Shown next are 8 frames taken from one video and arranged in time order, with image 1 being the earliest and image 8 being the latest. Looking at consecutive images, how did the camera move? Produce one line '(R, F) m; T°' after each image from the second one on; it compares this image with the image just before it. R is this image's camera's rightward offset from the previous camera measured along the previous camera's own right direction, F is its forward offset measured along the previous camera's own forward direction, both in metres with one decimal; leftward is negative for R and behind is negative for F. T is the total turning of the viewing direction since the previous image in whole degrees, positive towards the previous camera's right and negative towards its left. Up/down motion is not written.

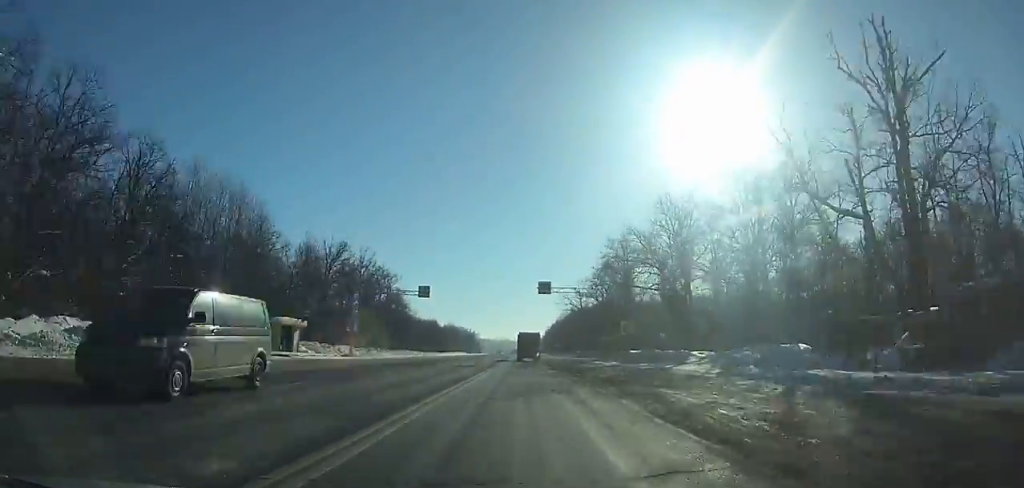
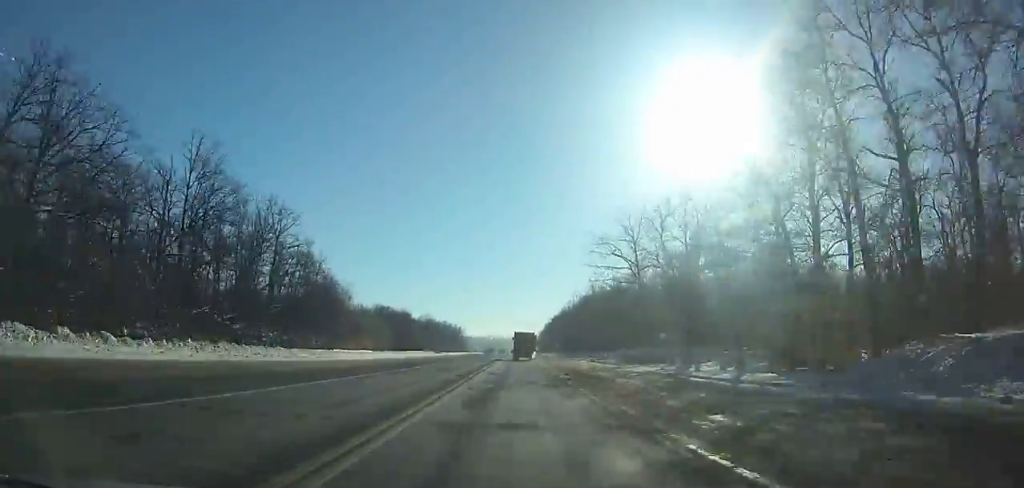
(+0.1, +59.3) m; 0°
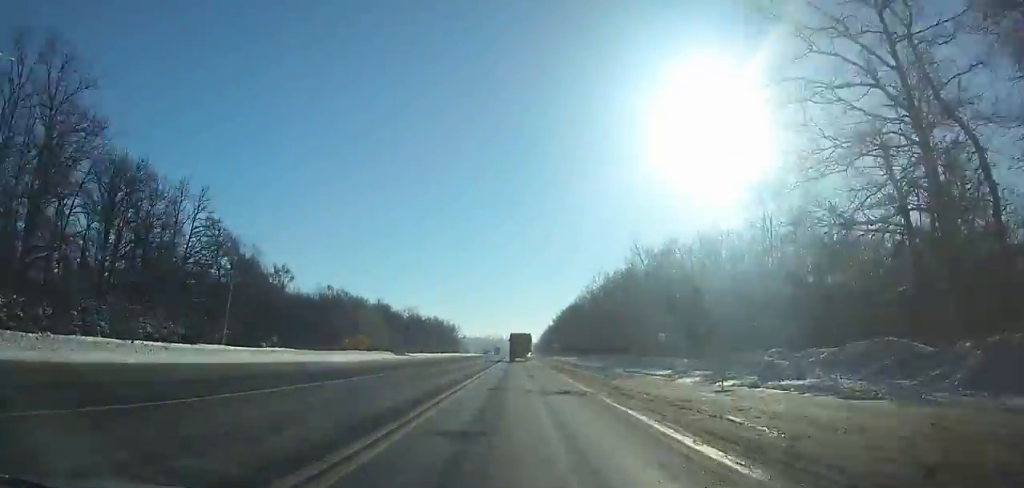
(-0.1, +40.6) m; 0°
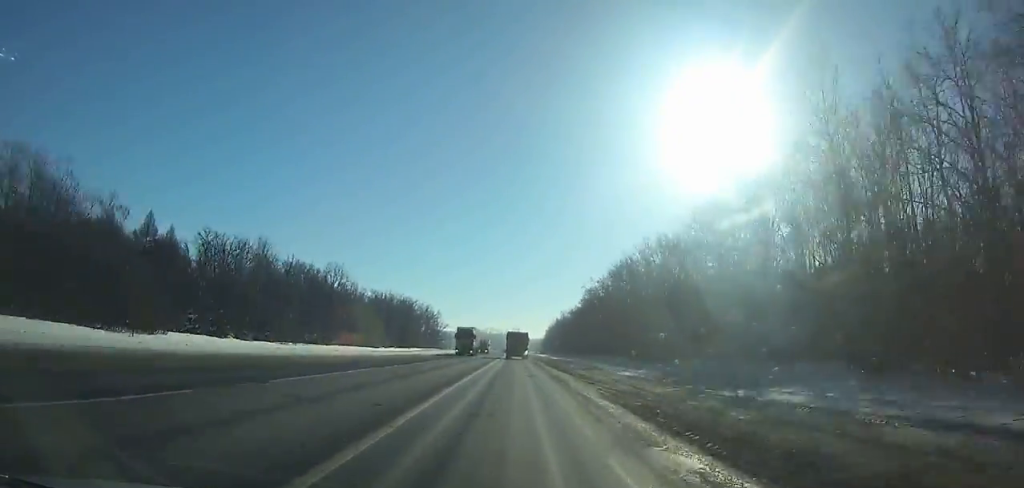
(-0.1, +86.5) m; 0°
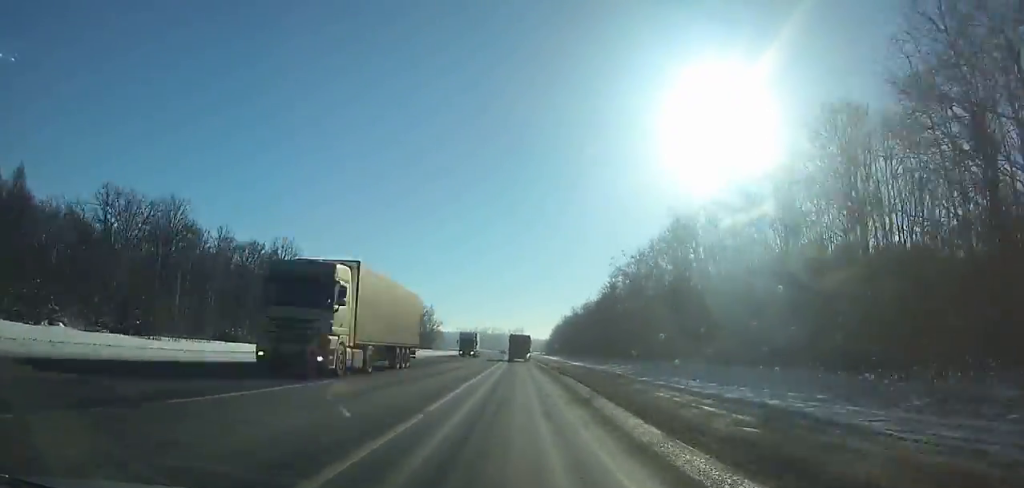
(+0.1, +28.4) m; 0°
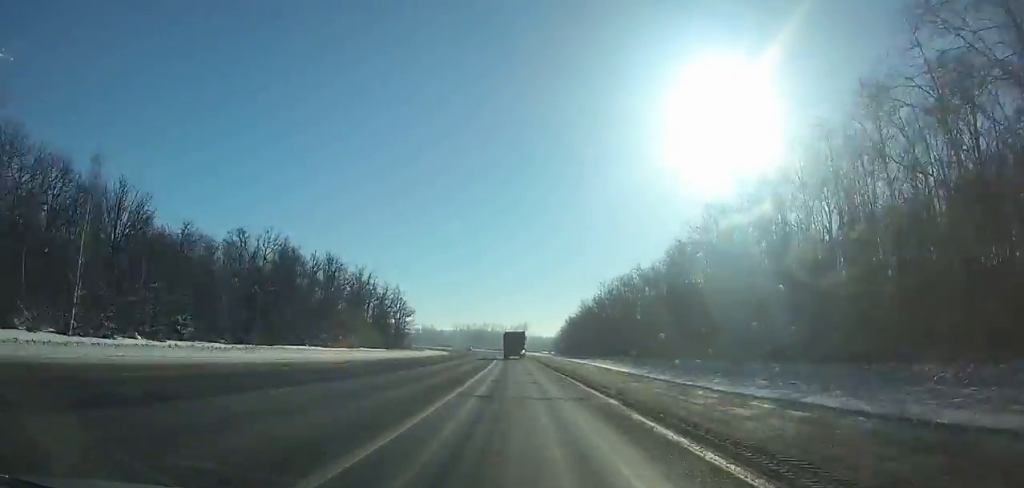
(-0.1, +61.4) m; -1°
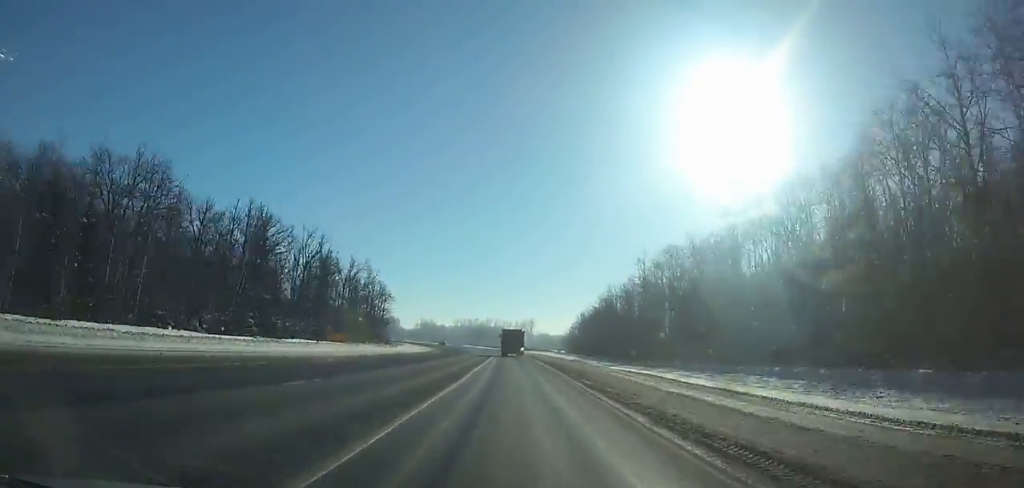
(-0.5, +35.2) m; -1°
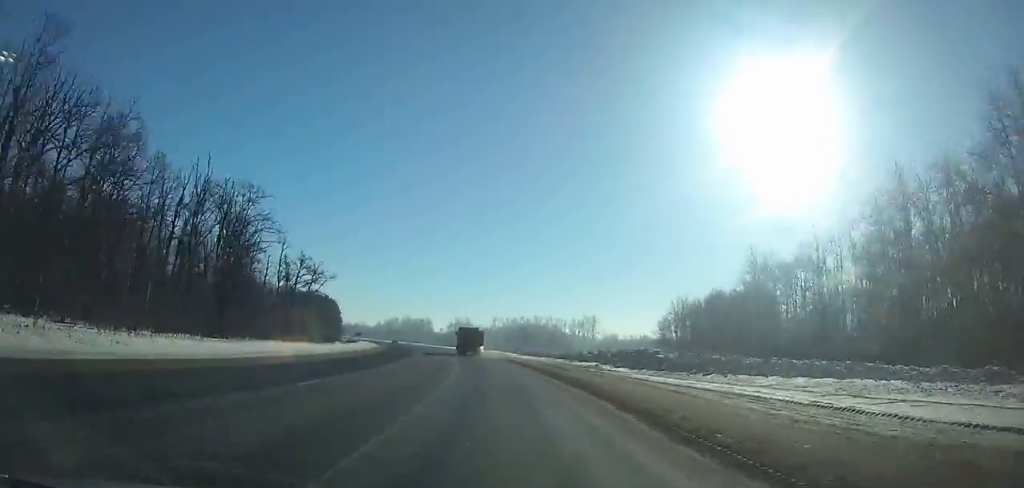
(-2.6, +94.8) m; -6°
